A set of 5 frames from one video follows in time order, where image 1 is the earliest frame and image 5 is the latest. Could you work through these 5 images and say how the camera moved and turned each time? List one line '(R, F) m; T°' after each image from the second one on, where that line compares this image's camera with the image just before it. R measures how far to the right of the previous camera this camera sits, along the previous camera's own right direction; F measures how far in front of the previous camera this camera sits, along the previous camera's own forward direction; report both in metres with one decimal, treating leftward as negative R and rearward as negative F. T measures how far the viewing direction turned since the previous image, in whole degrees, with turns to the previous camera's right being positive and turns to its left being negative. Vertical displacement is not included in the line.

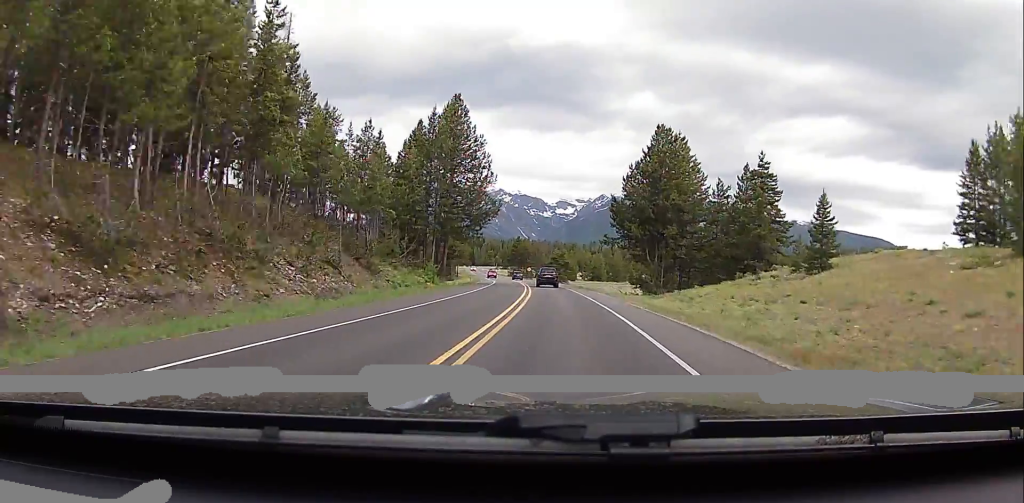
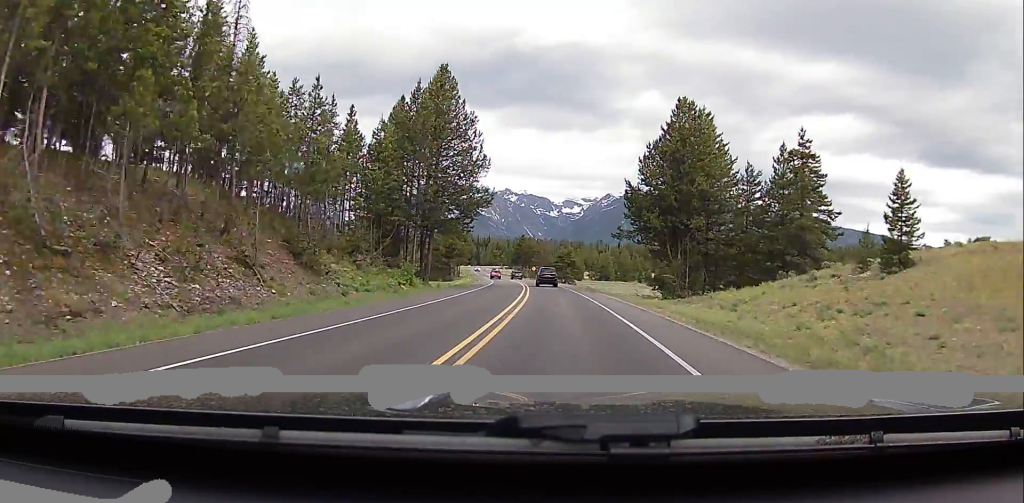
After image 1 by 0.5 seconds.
(-0.3, +9.2) m; -1°
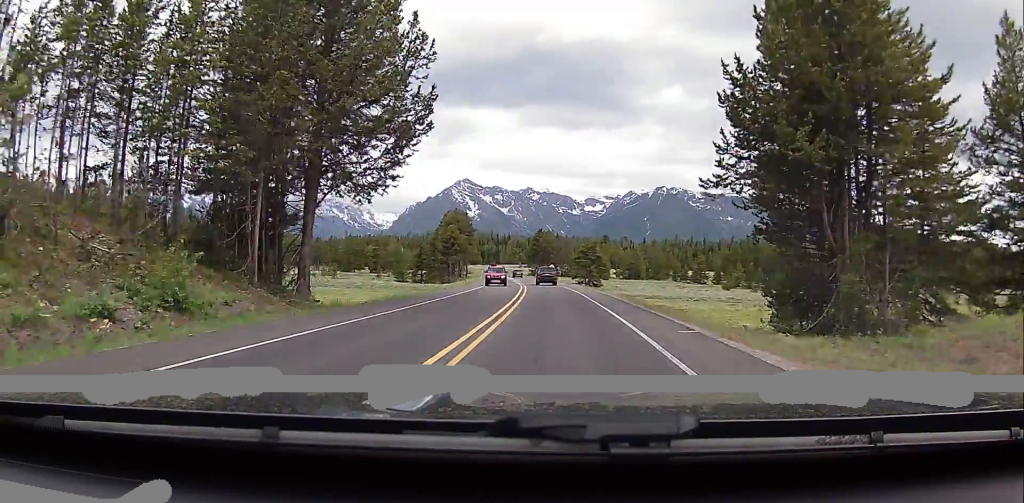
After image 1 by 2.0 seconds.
(-0.4, +27.8) m; -1°
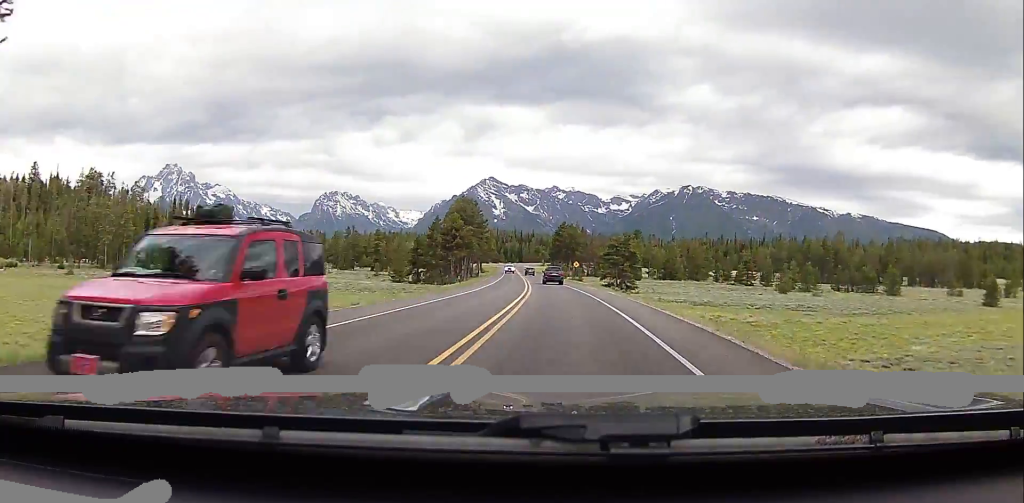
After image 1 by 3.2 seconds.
(-0.3, +23.2) m; -2°
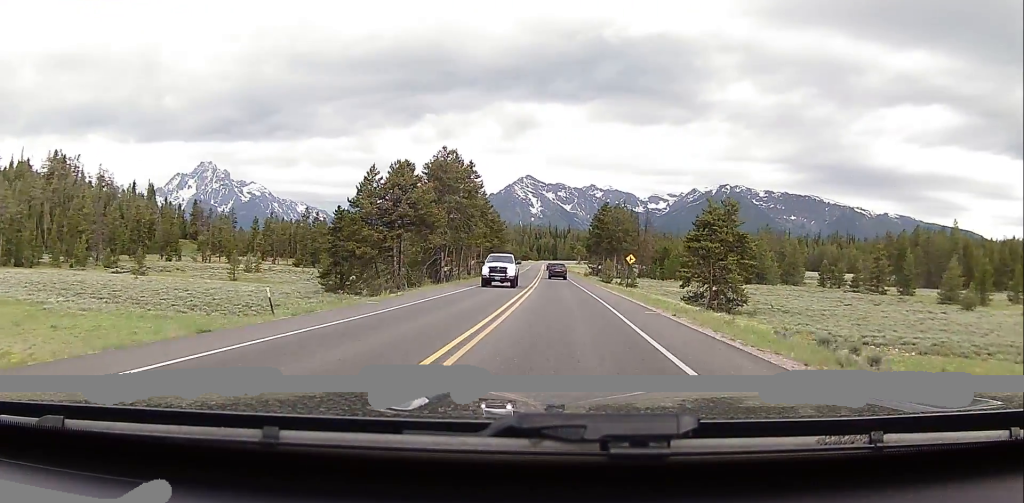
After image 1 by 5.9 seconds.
(-2.9, +50.4) m; -4°
